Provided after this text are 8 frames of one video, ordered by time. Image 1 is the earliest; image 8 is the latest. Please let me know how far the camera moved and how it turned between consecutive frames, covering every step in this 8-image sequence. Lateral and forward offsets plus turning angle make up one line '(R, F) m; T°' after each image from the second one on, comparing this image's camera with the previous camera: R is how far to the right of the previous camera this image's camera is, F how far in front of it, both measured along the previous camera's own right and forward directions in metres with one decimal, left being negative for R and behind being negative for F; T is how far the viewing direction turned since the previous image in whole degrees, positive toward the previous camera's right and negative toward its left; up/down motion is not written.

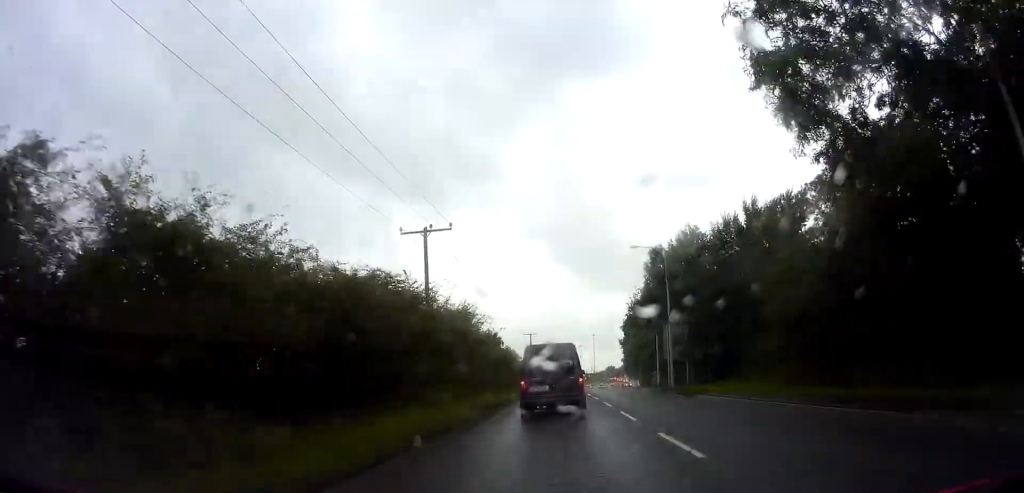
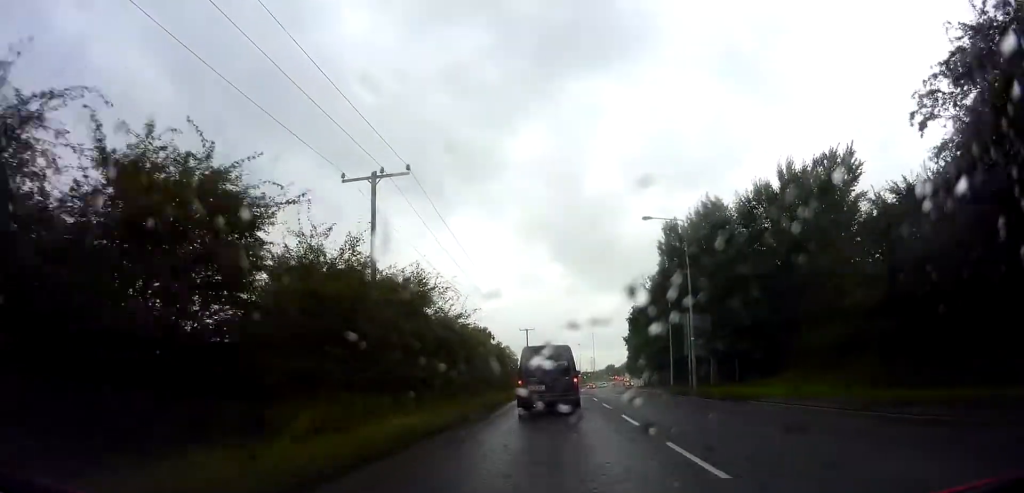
(+0.2, +6.9) m; +2°
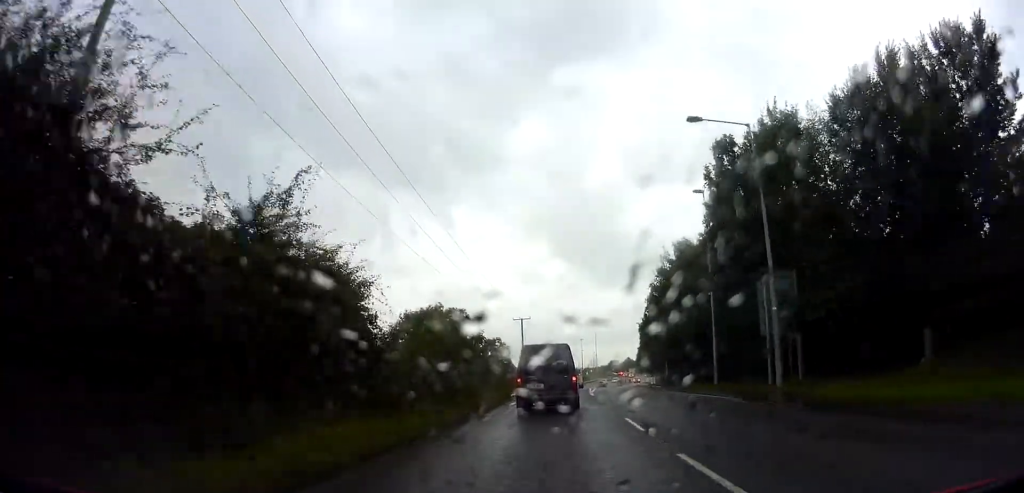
(-0.3, +12.4) m; -3°
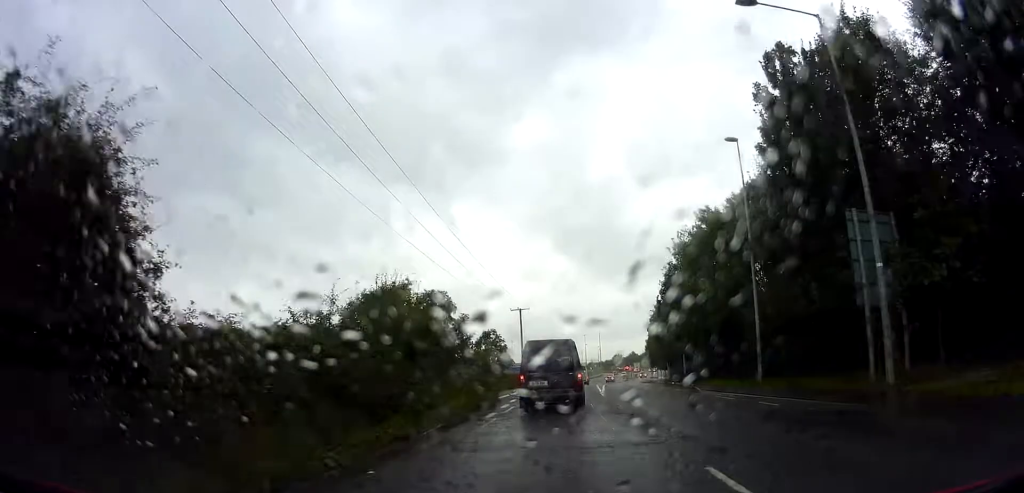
(-0.2, +6.9) m; 0°
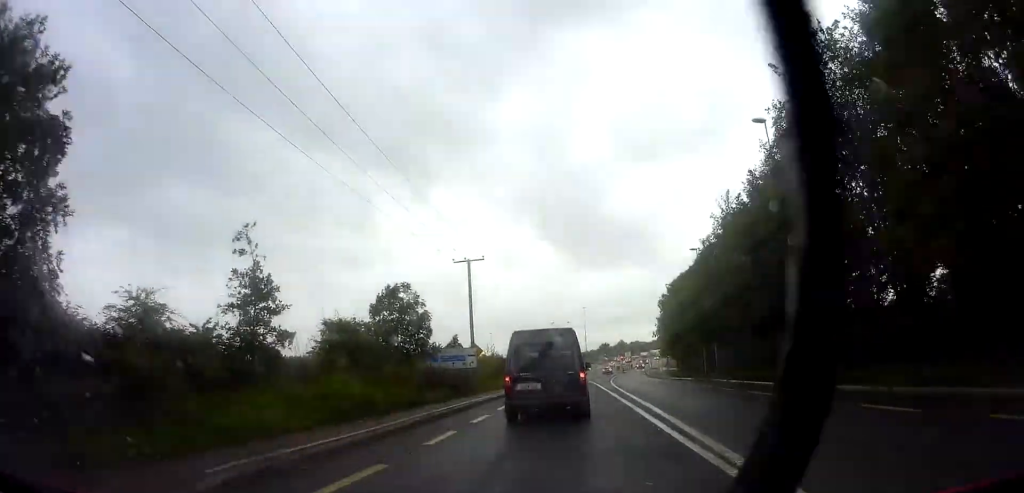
(+0.4, +28.8) m; +3°
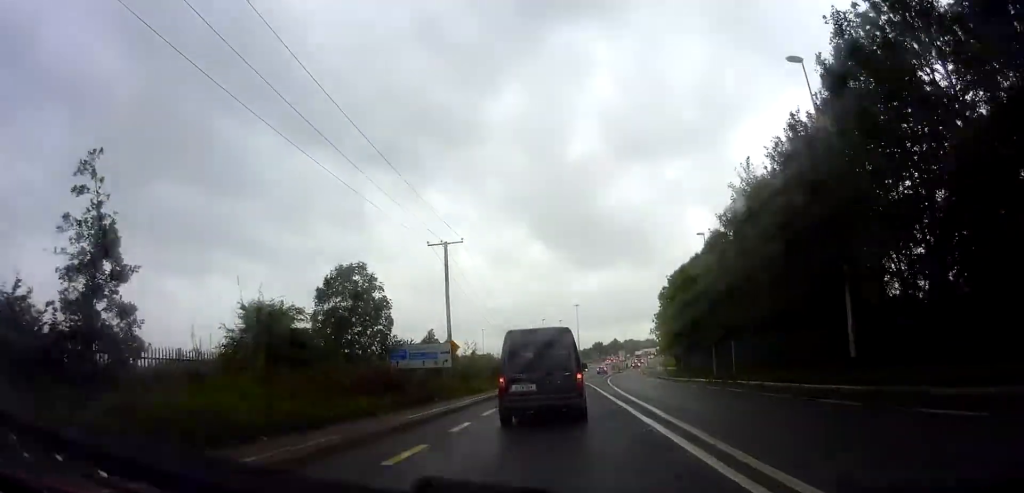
(+0.1, +6.2) m; +1°
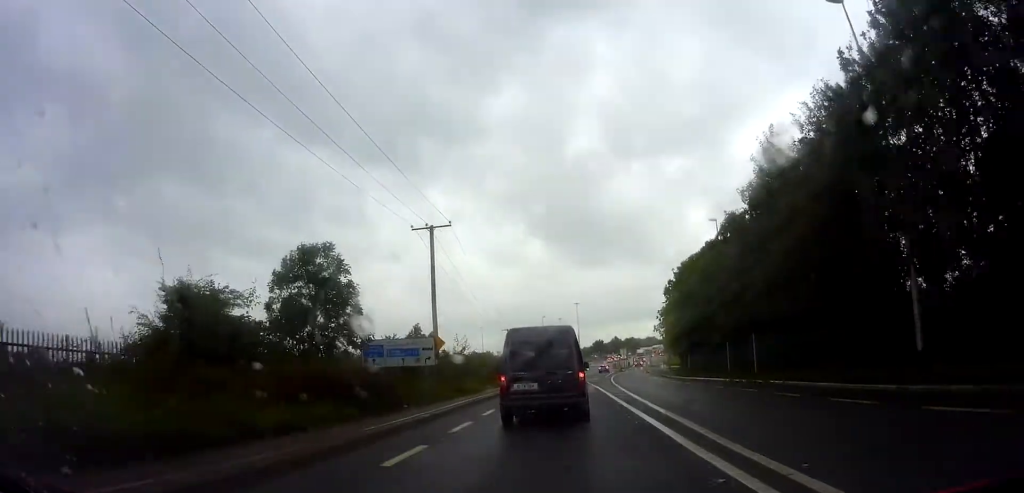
(0.0, +4.5) m; 0°
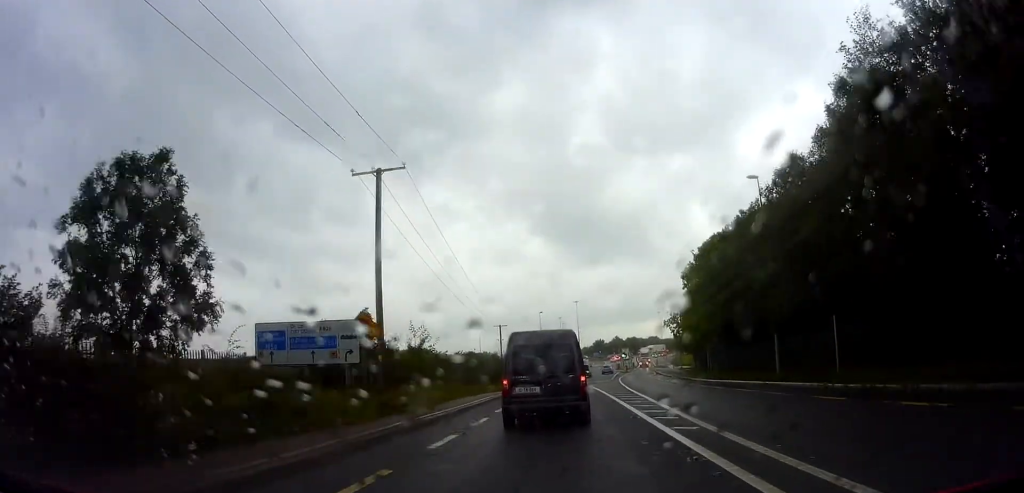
(0.0, +10.8) m; 0°
